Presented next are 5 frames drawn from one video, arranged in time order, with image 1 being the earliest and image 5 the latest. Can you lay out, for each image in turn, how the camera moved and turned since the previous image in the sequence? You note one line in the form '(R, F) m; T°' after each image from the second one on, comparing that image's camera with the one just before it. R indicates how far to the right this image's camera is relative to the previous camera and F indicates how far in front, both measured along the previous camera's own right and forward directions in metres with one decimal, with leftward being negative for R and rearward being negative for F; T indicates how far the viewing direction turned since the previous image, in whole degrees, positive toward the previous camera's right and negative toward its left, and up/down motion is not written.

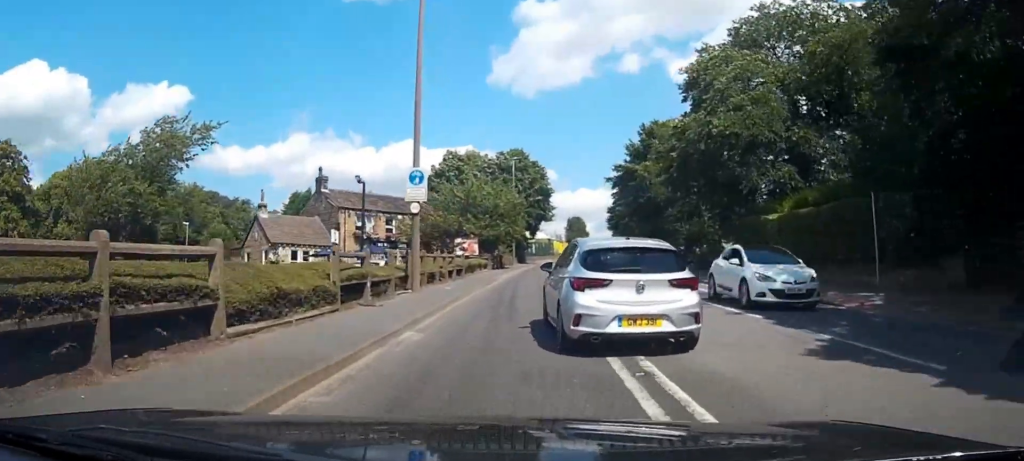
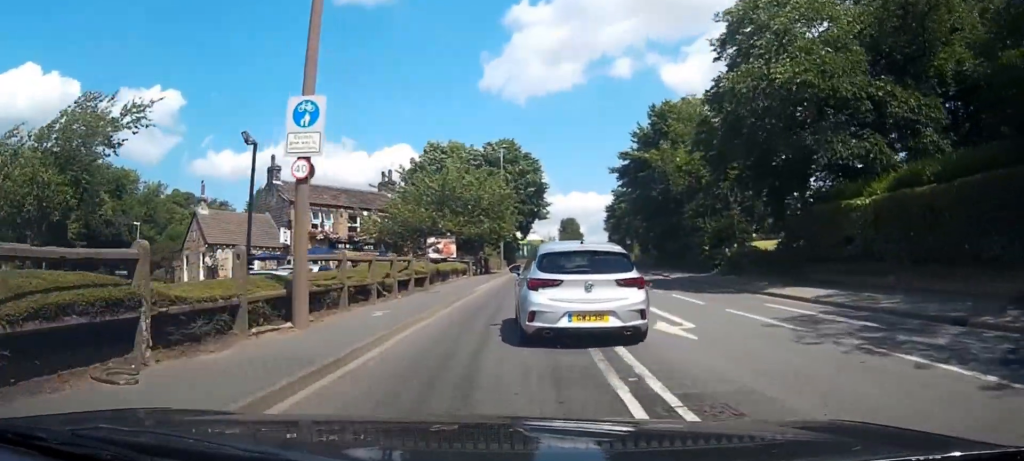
(0.0, +10.8) m; +1°
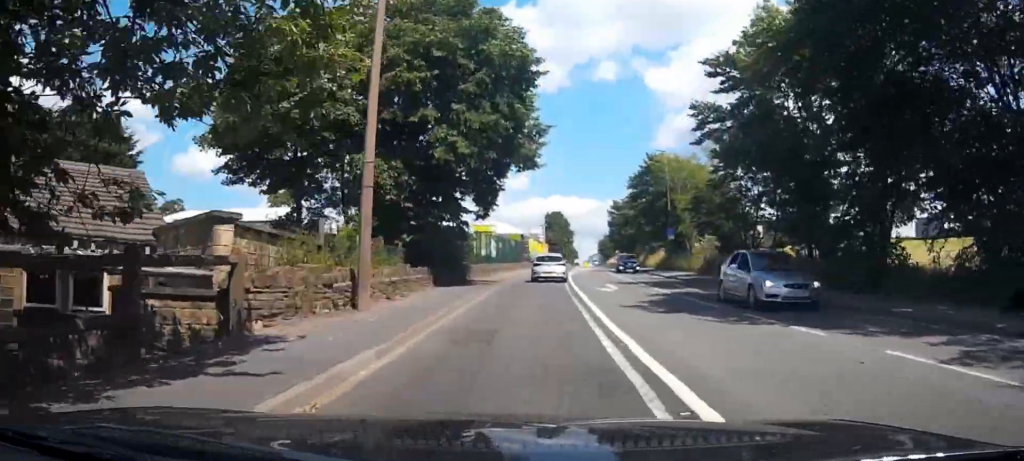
(+1.5, +37.7) m; +5°
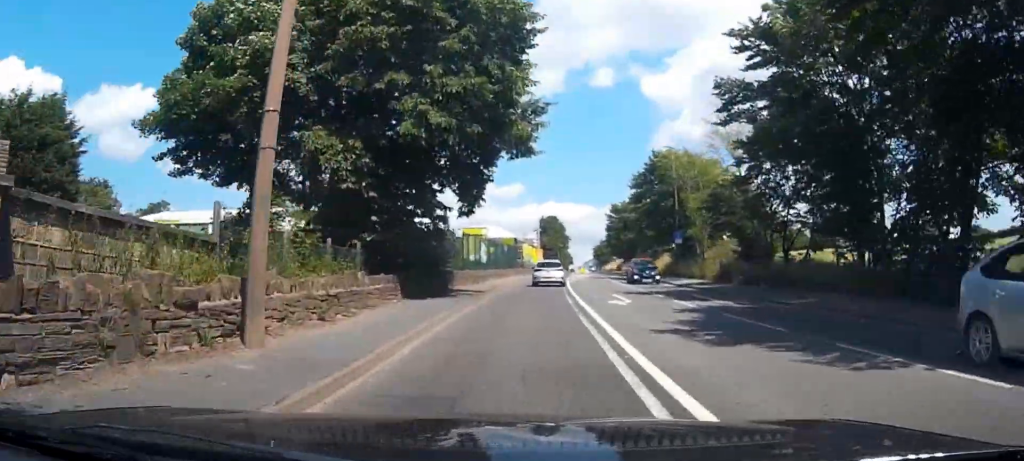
(0.0, +4.3) m; 0°
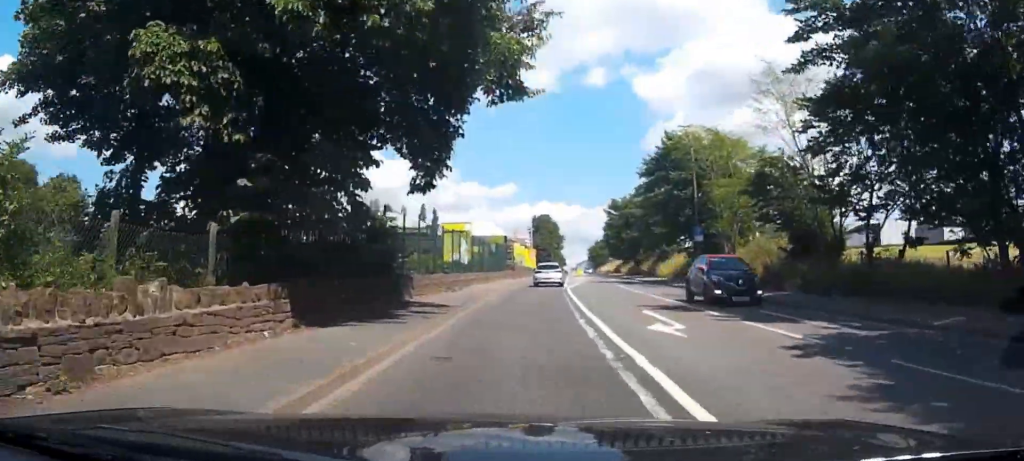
(0.0, +6.9) m; -1°
